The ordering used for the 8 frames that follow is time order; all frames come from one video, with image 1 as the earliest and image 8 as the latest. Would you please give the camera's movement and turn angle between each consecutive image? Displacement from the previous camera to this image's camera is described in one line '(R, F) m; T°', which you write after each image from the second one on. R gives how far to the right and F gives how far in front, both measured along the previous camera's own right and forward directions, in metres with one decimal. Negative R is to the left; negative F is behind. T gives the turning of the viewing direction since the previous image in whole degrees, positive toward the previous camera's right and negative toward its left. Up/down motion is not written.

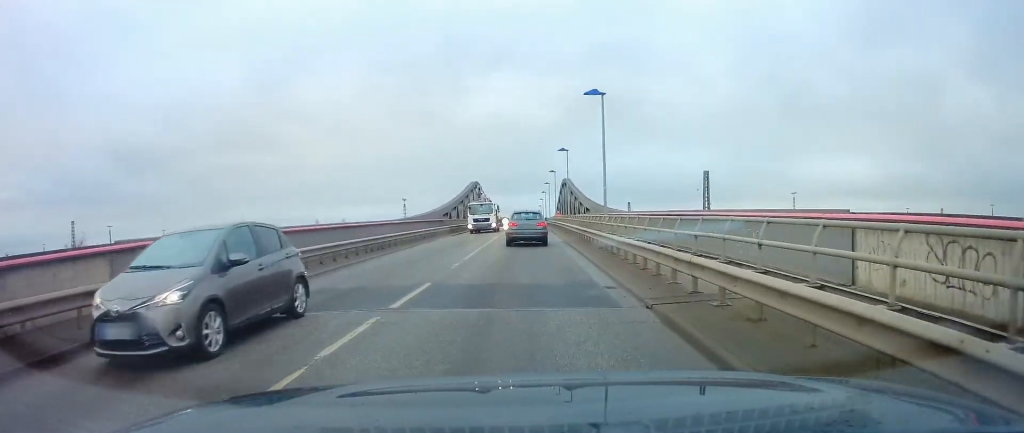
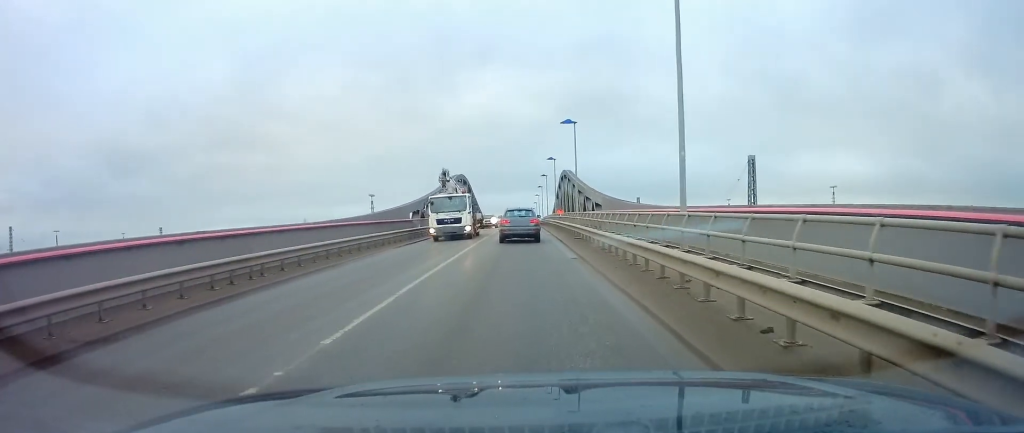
(0.0, +11.9) m; 0°
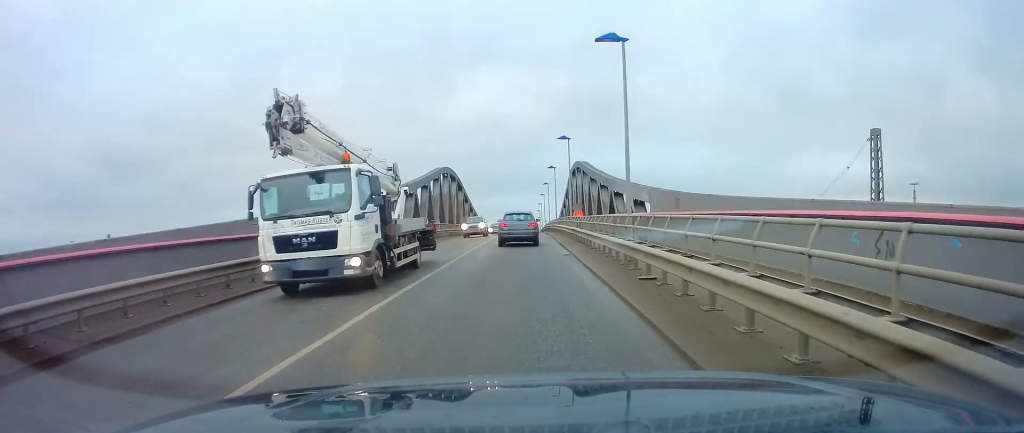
(0.0, +15.1) m; -1°
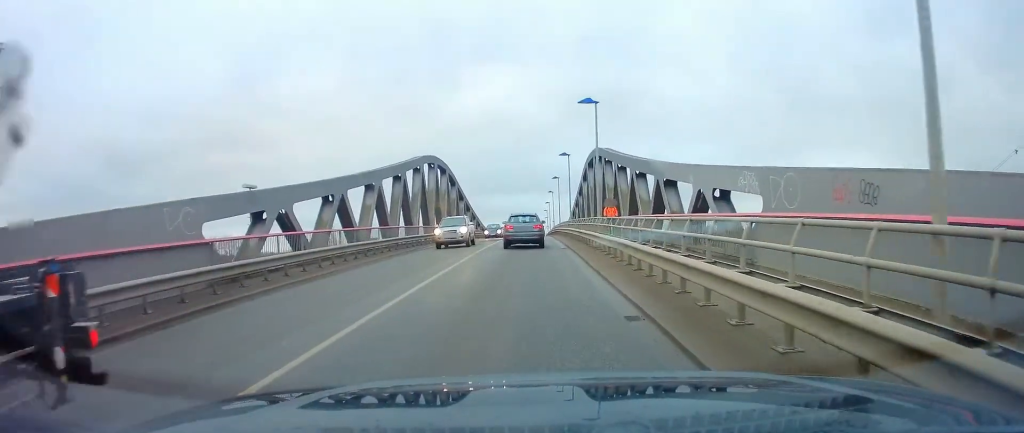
(-0.3, +11.4) m; +1°
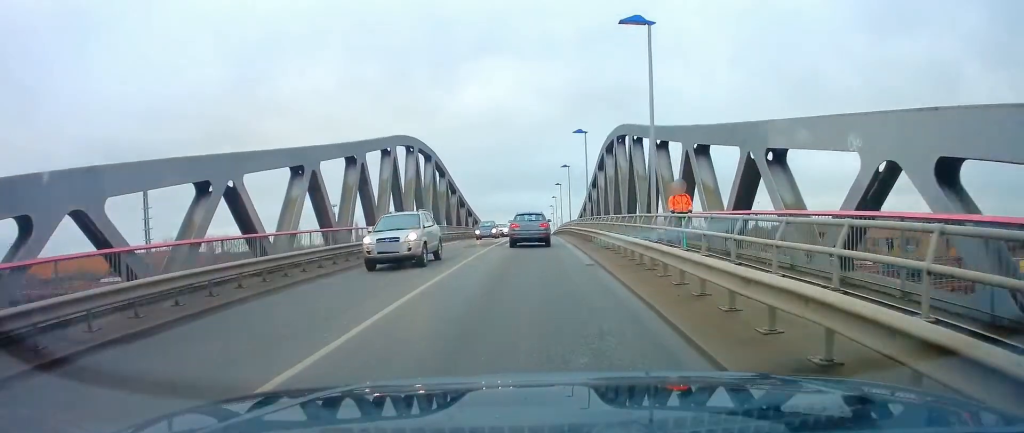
(+0.3, +9.7) m; 0°
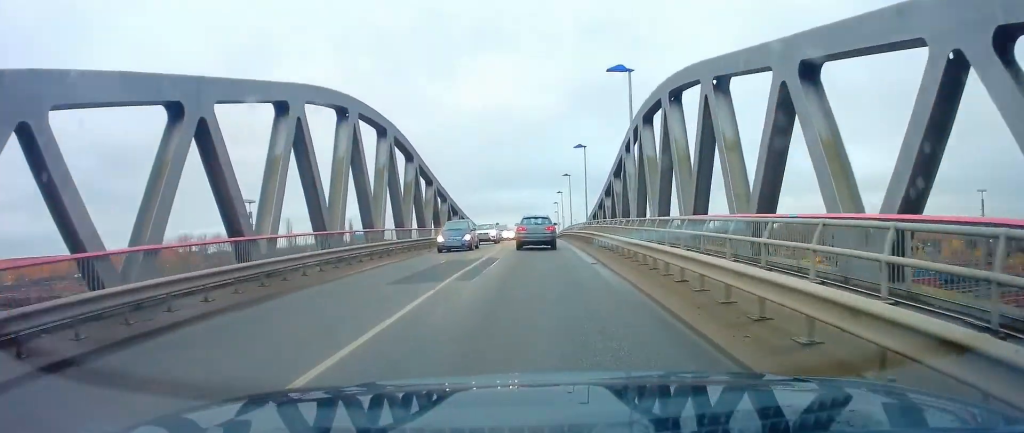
(-0.2, +13.9) m; -1°
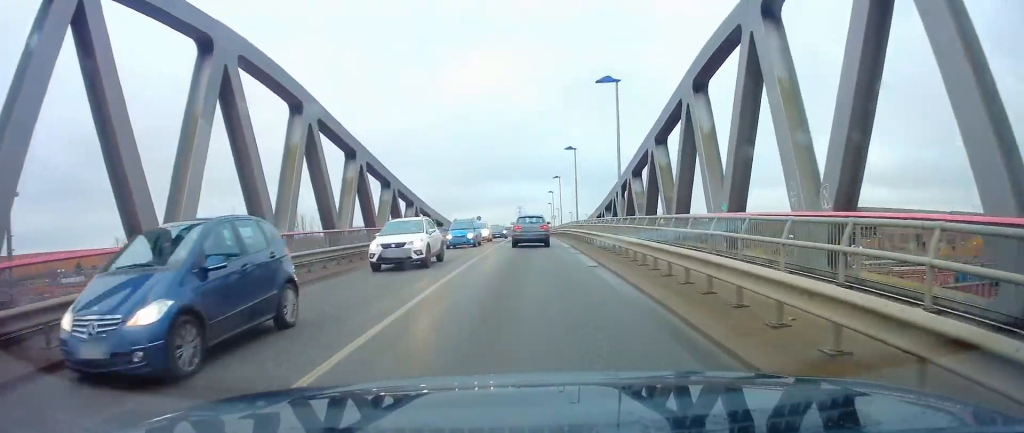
(+0.1, +16.8) m; -1°
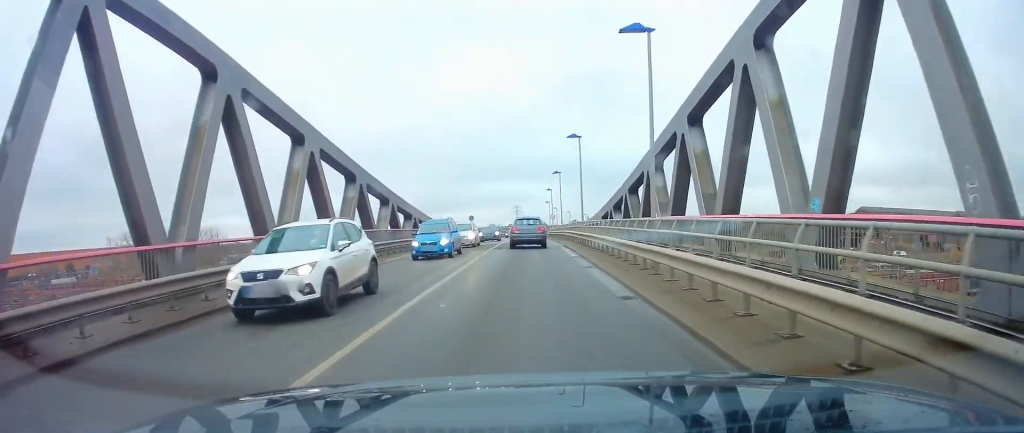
(-0.1, +5.8) m; 0°
